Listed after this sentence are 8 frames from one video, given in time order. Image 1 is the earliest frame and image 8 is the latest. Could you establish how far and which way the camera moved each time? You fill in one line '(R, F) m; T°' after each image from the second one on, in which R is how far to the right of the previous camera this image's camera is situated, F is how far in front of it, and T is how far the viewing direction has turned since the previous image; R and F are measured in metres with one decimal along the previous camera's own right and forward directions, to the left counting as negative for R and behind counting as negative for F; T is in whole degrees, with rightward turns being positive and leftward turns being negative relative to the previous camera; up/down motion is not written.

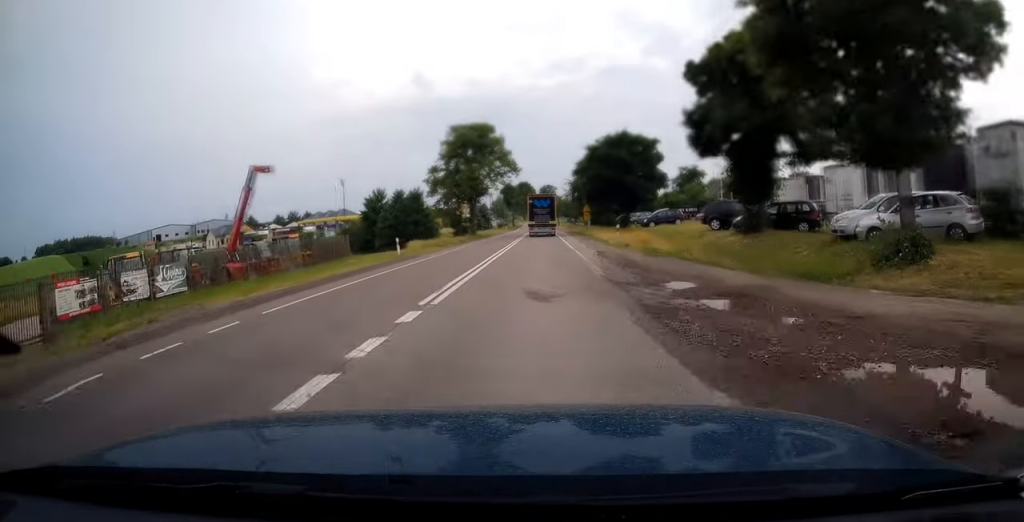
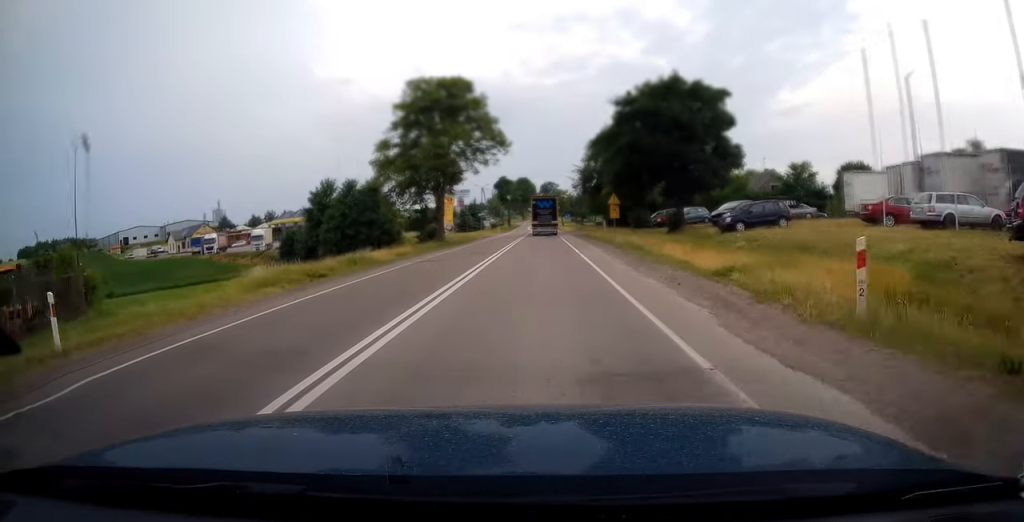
(-0.1, +24.5) m; 0°
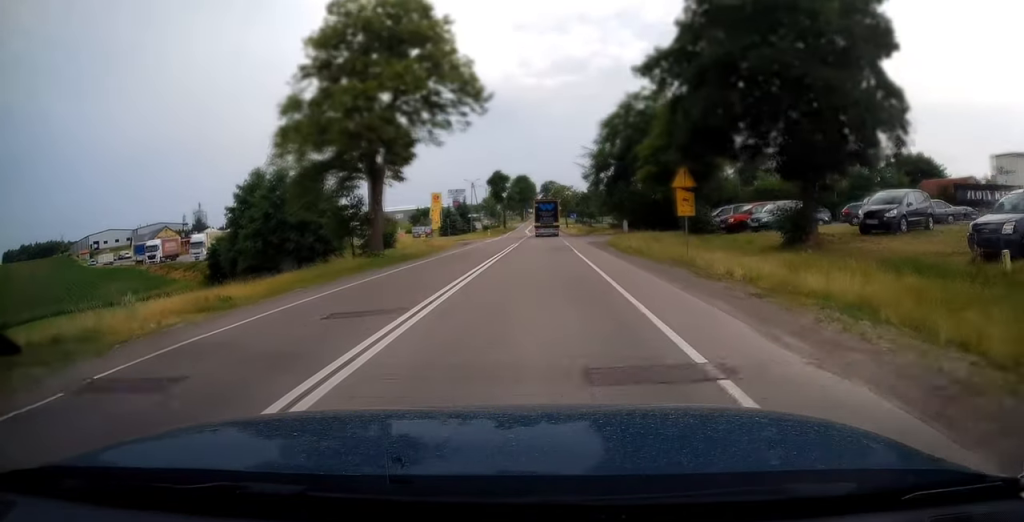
(+0.1, +20.2) m; 0°
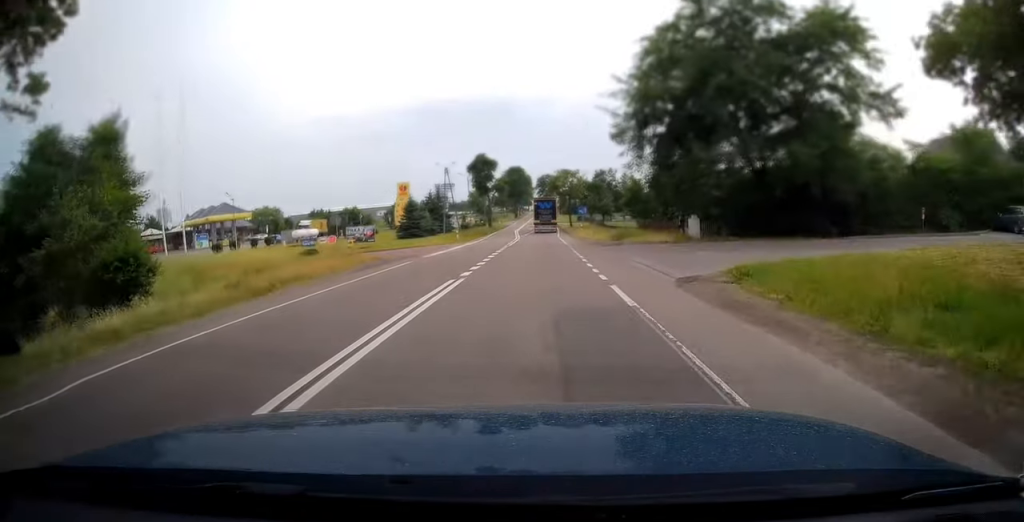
(+0.1, +29.7) m; 0°
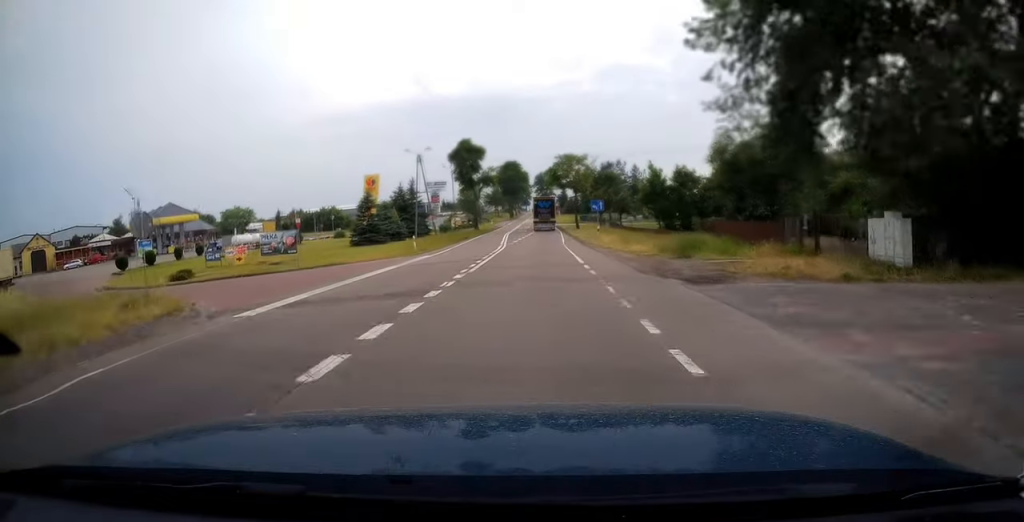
(0.0, +20.4) m; 0°
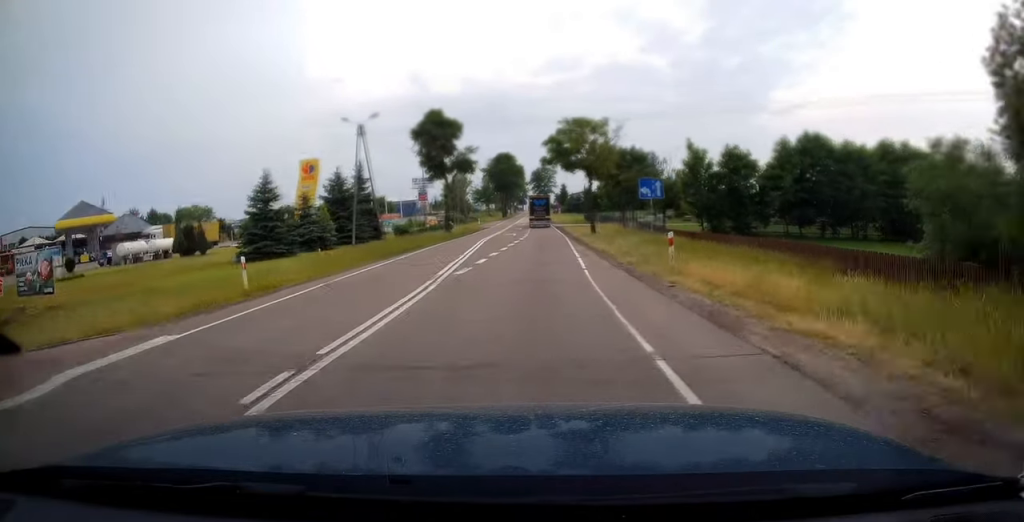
(0.0, +26.9) m; 0°
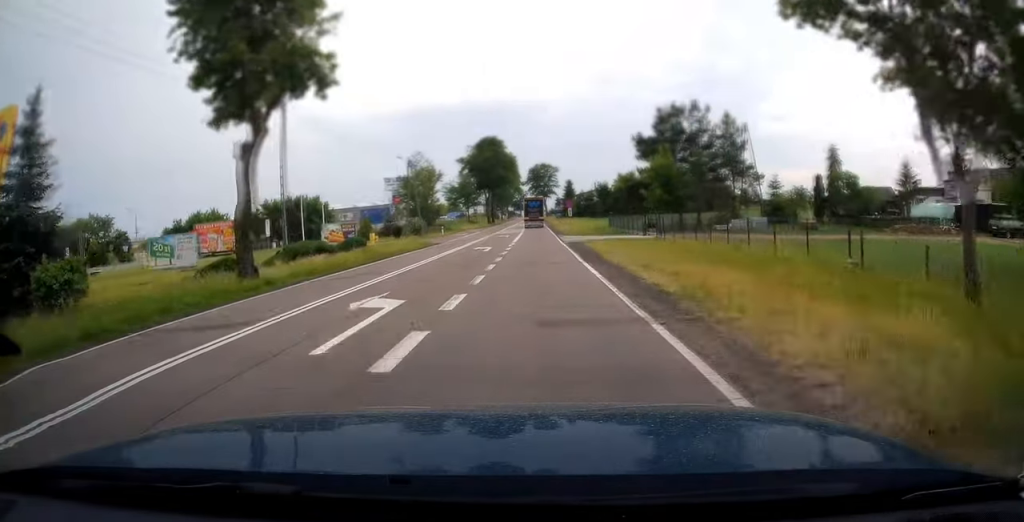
(-0.2, +55.0) m; 0°
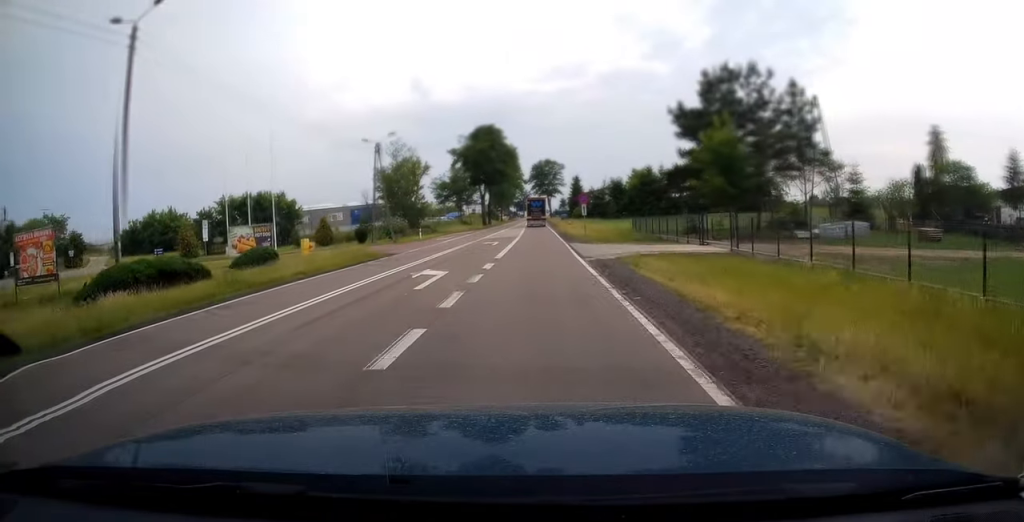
(0.0, +15.7) m; 0°
